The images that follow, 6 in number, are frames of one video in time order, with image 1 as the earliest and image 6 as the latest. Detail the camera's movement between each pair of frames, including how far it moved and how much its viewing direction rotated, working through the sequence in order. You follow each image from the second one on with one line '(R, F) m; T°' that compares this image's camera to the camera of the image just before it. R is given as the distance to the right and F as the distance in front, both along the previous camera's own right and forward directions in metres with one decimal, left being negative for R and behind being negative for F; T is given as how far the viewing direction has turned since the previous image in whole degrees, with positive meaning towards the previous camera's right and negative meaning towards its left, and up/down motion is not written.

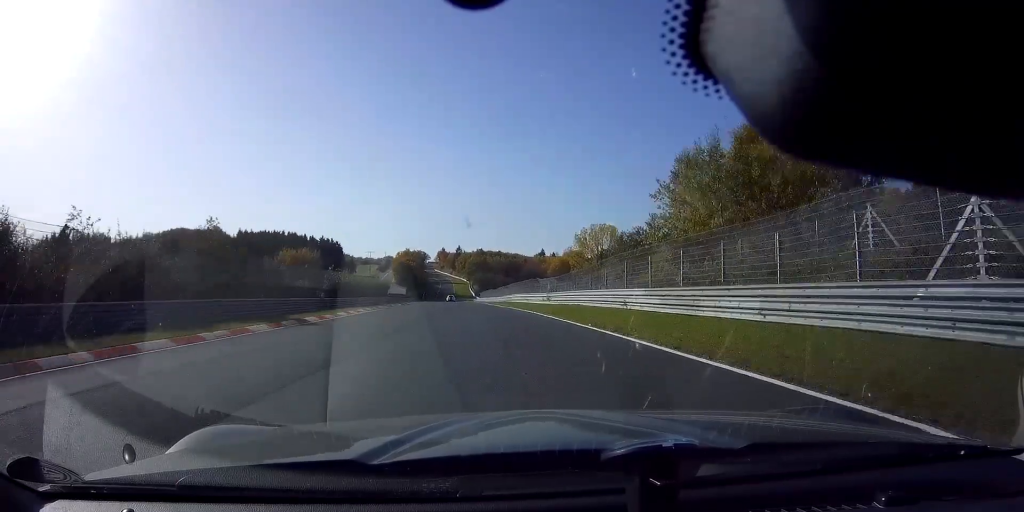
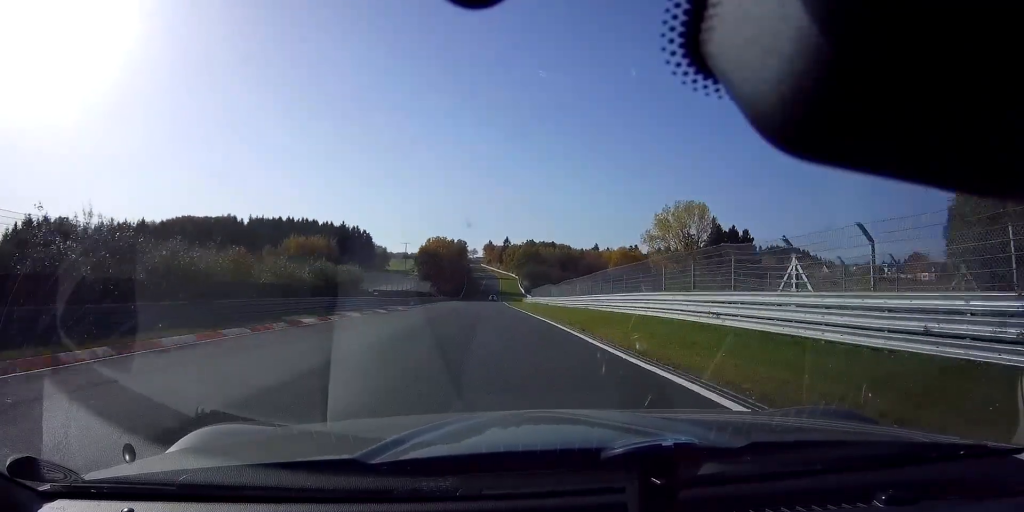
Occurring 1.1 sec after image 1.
(-1.9, +41.0) m; -4°
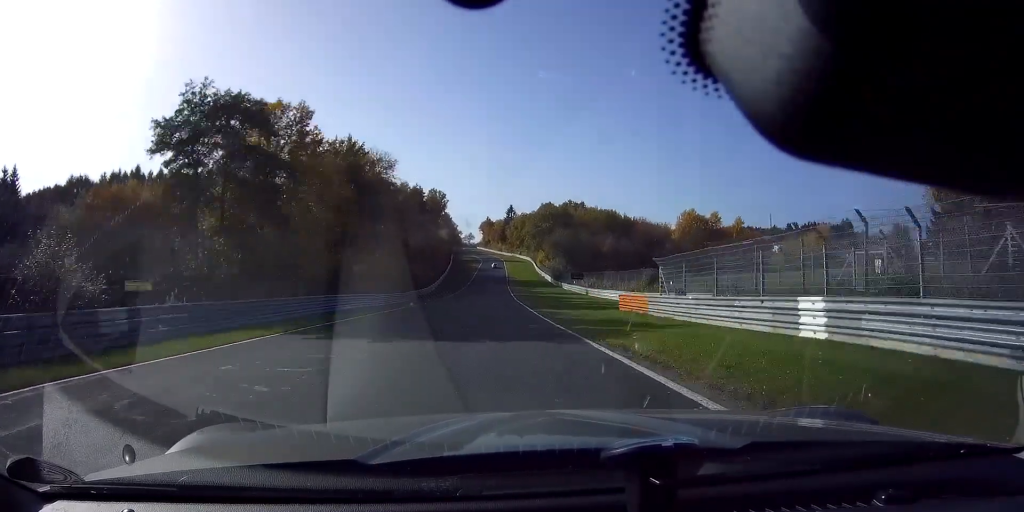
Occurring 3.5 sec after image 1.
(-1.9, +94.5) m; -1°
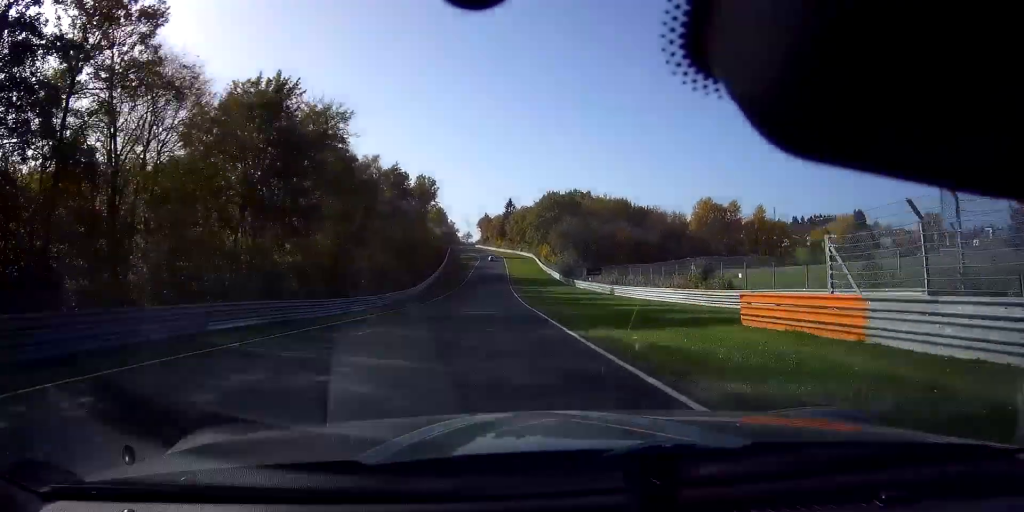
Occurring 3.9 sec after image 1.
(0.0, +16.4) m; 0°
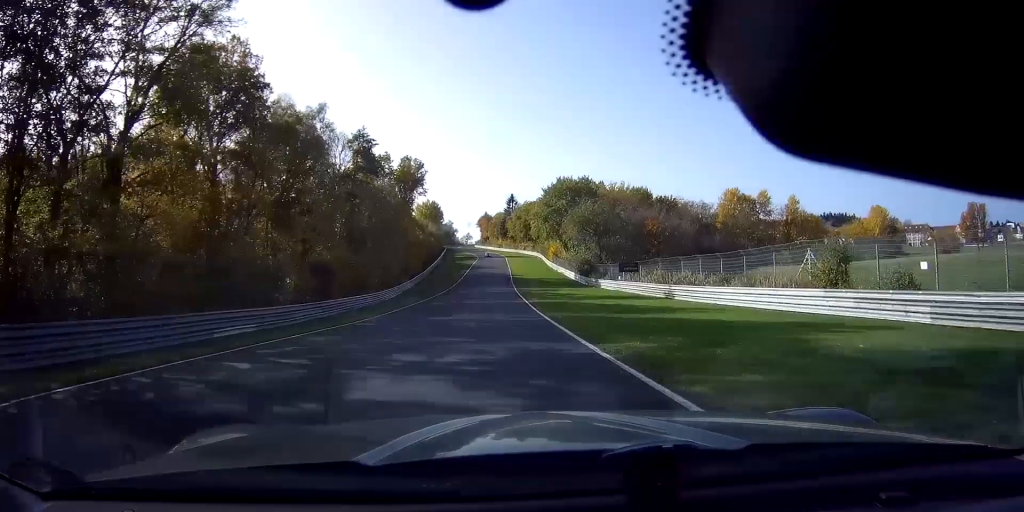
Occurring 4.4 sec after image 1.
(-0.2, +19.2) m; 0°
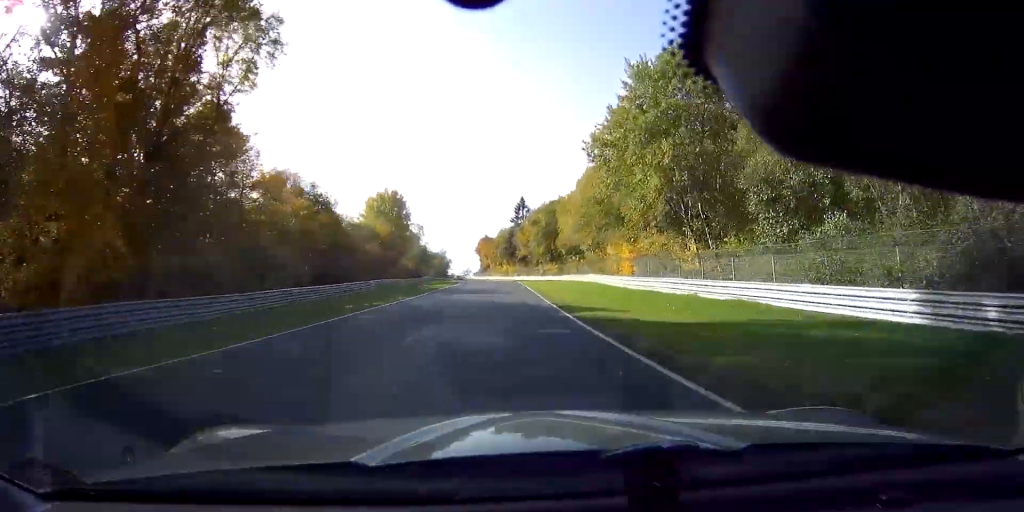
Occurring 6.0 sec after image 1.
(+0.1, +66.0) m; -1°
